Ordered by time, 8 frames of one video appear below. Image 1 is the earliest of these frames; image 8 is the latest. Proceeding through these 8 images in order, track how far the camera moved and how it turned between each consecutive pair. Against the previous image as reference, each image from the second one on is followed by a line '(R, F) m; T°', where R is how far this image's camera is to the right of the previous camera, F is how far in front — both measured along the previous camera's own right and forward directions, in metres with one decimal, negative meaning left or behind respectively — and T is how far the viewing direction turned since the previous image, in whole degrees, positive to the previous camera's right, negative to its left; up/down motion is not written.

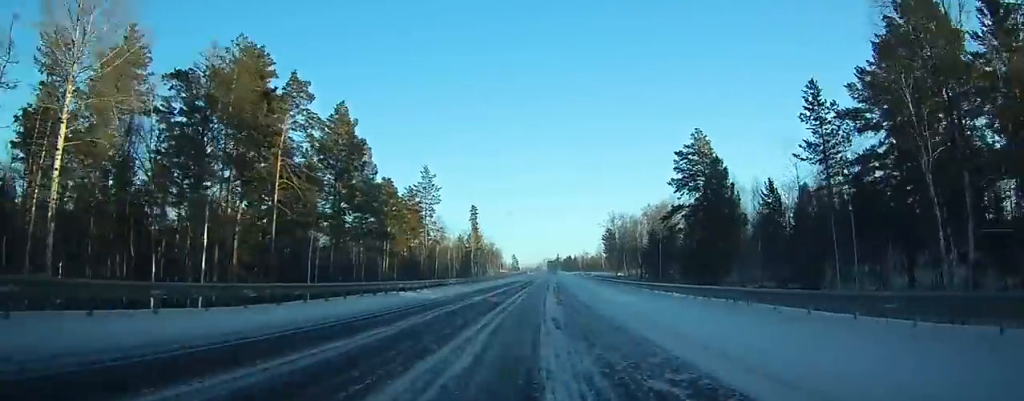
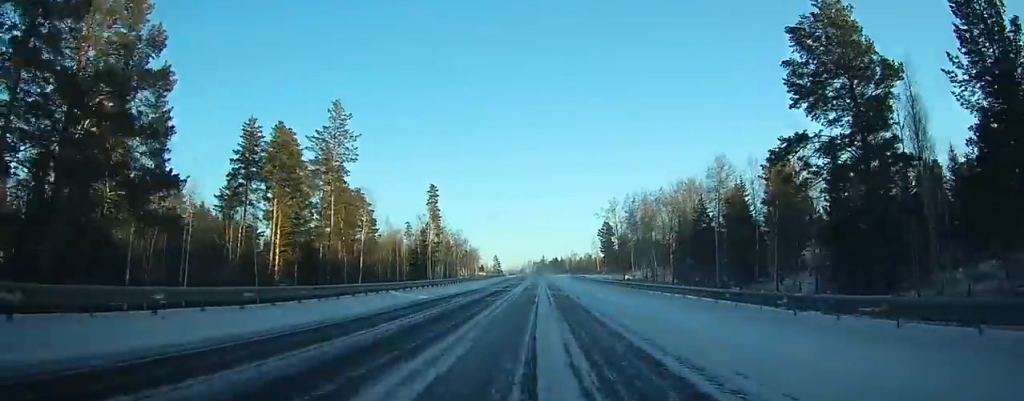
(+1.1, +47.4) m; +2°
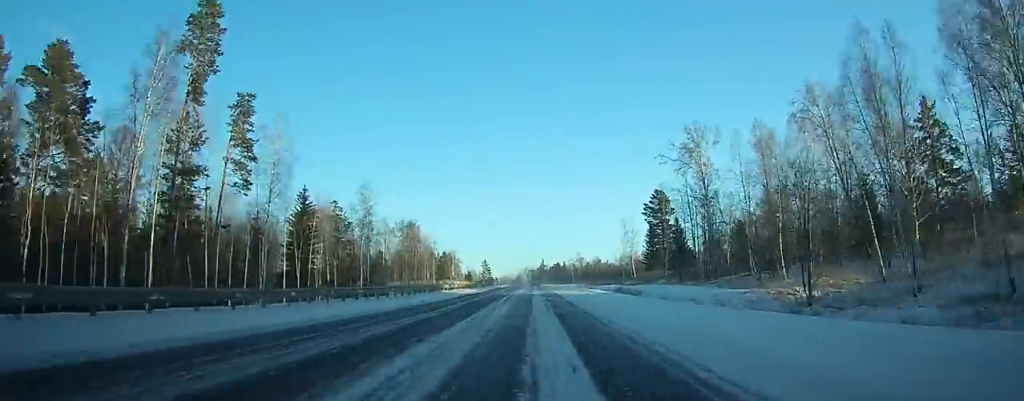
(+0.6, +98.4) m; 0°
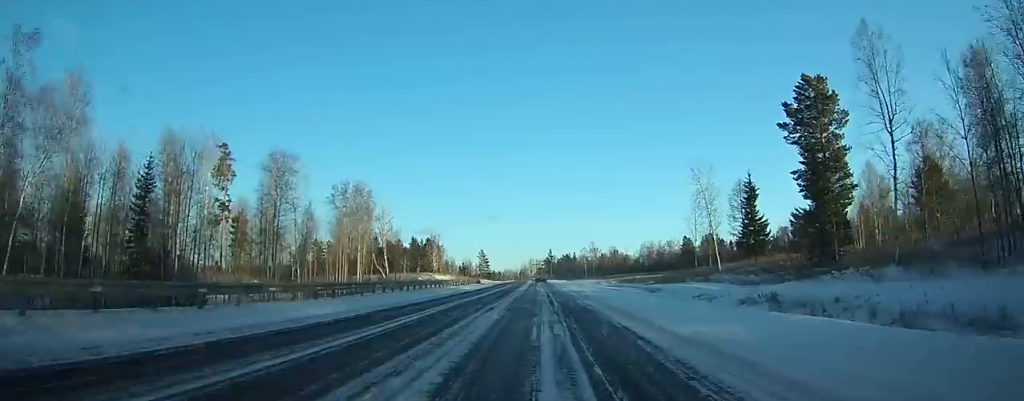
(-0.3, +69.2) m; 0°
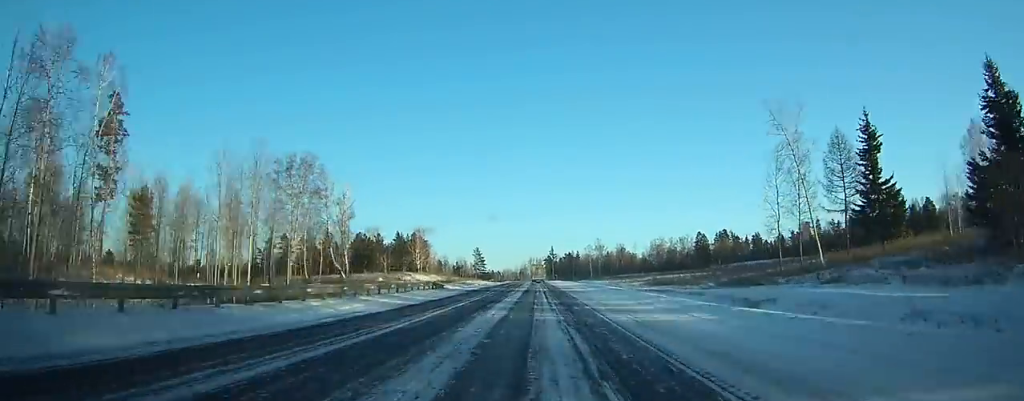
(-0.1, +33.2) m; 0°
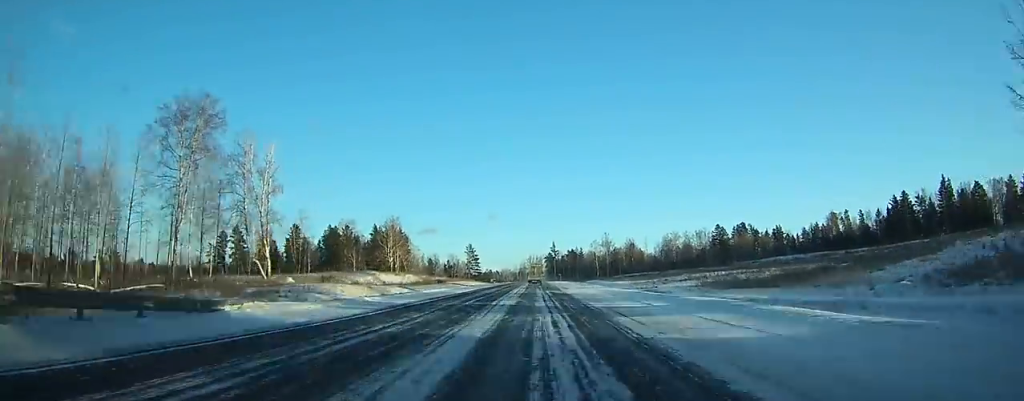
(+0.1, +37.0) m; 0°
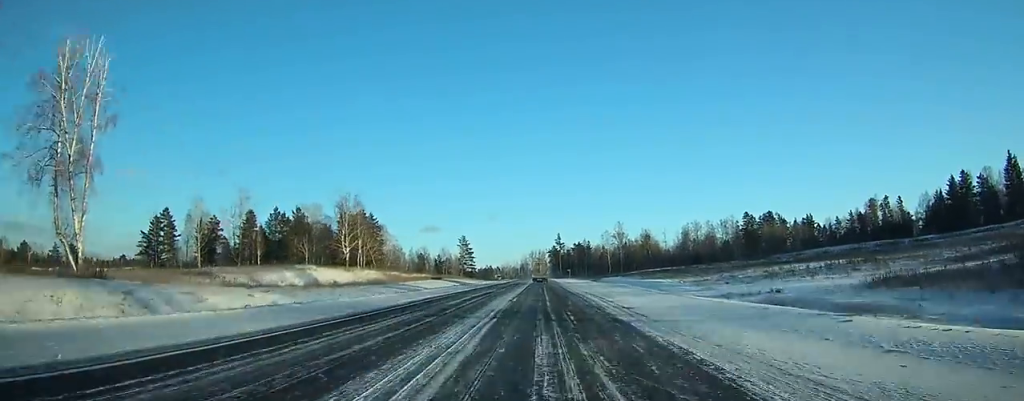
(0.0, +40.5) m; +1°
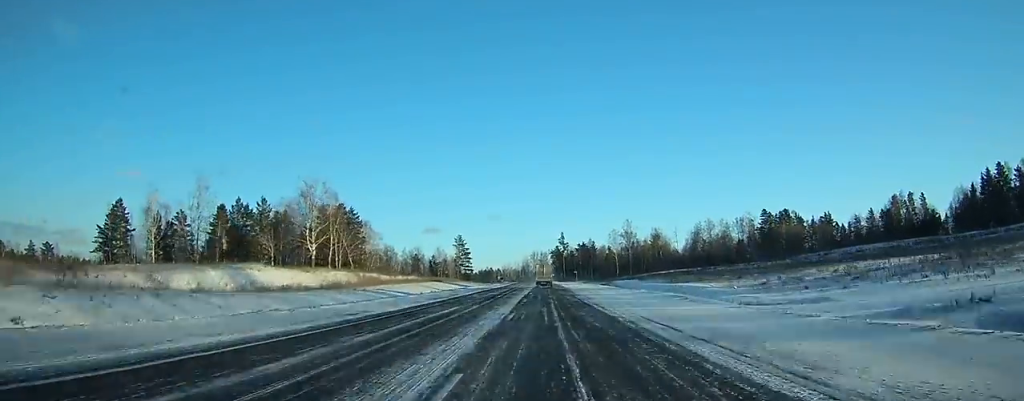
(0.0, +20.6) m; 0°
